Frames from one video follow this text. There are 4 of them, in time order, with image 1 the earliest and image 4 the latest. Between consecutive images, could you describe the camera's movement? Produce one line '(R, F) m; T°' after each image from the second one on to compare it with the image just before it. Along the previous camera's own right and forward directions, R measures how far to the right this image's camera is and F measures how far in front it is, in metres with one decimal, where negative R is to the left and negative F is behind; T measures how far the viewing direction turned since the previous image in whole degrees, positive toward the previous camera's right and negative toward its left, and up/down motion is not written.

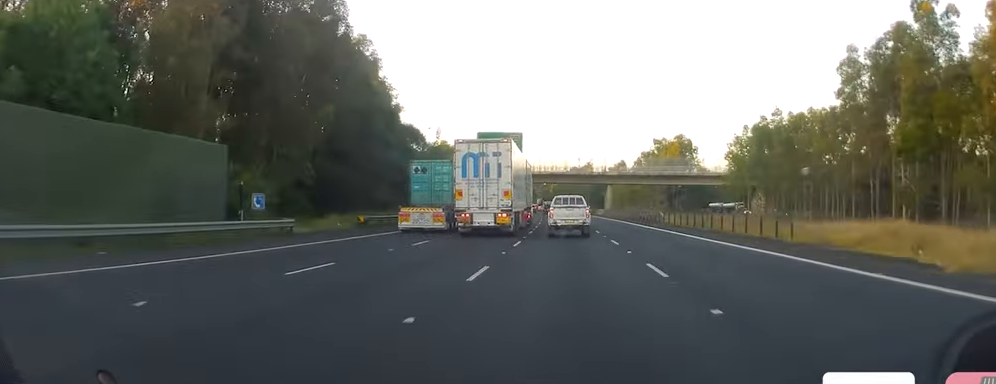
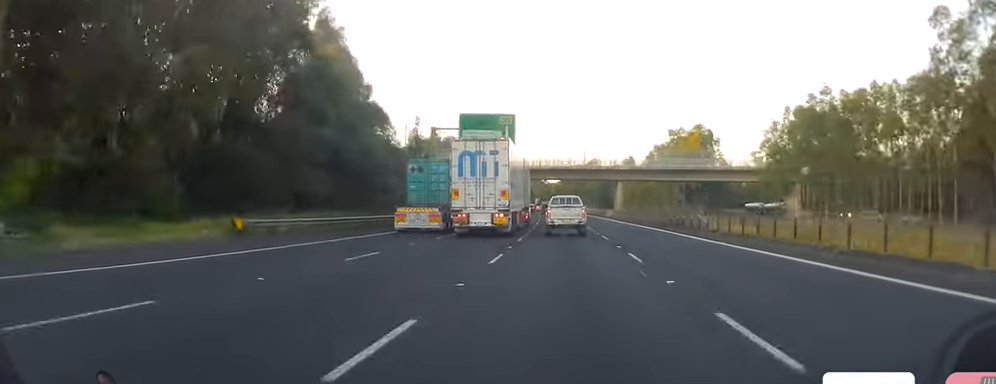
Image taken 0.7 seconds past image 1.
(-0.3, +19.9) m; -1°
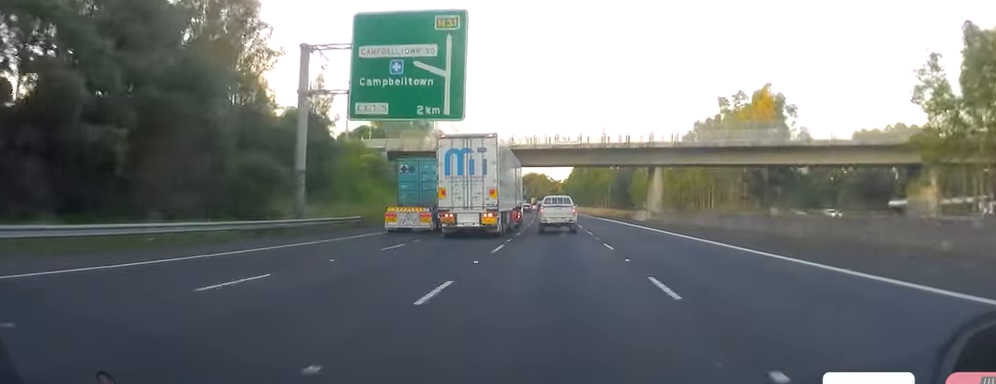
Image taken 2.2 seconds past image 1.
(-0.5, +43.5) m; -1°
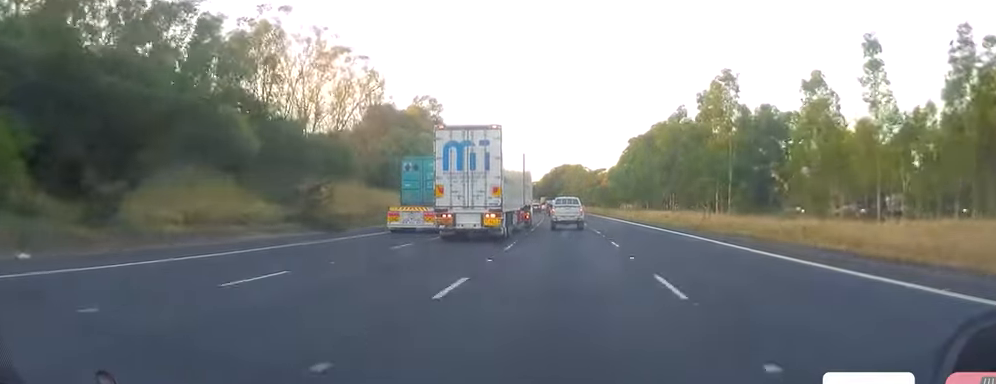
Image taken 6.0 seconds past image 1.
(-1.8, +107.6) m; -2°
